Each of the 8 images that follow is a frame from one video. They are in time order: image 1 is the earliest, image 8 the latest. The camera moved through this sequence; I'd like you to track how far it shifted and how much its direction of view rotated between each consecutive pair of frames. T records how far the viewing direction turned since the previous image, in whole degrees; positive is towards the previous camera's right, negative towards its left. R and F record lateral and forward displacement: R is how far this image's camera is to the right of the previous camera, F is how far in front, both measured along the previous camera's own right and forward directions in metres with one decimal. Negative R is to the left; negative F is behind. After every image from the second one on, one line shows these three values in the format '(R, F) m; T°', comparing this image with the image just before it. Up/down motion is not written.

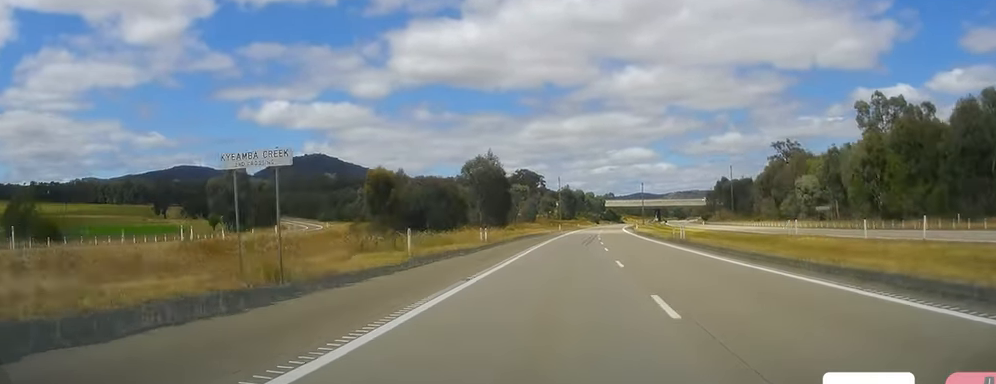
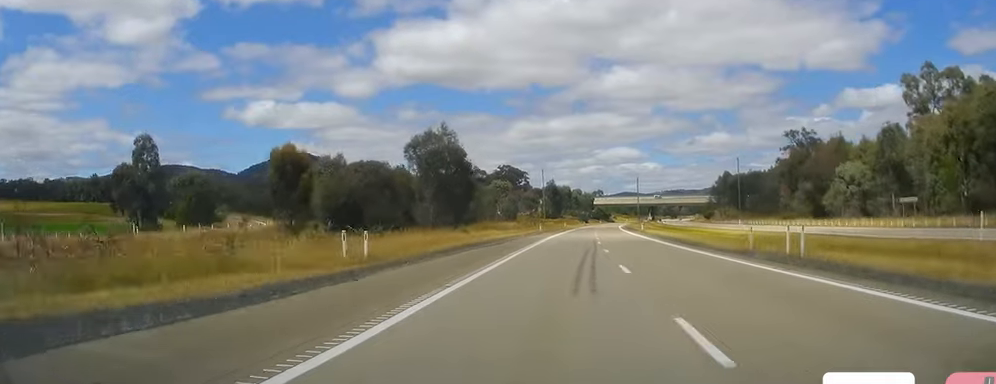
(+0.3, +27.6) m; 0°
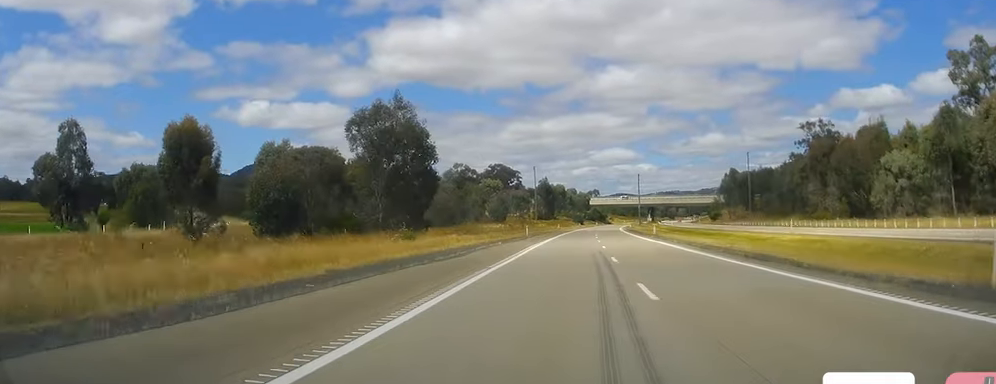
(-0.4, +18.1) m; -1°
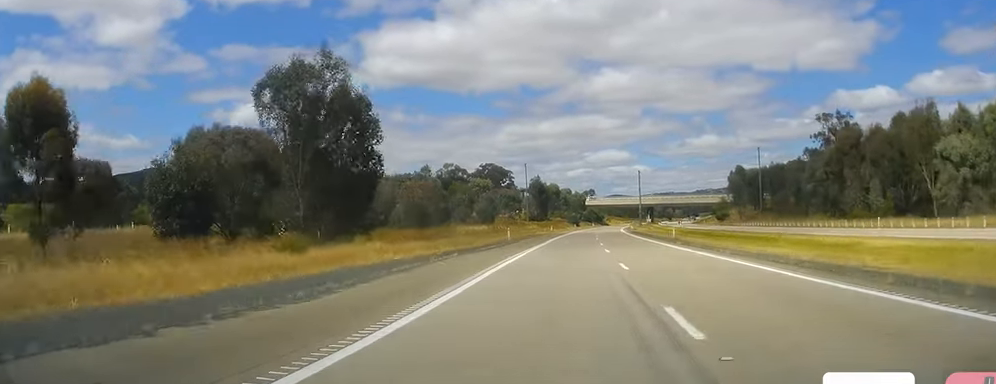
(+0.2, +16.2) m; +2°
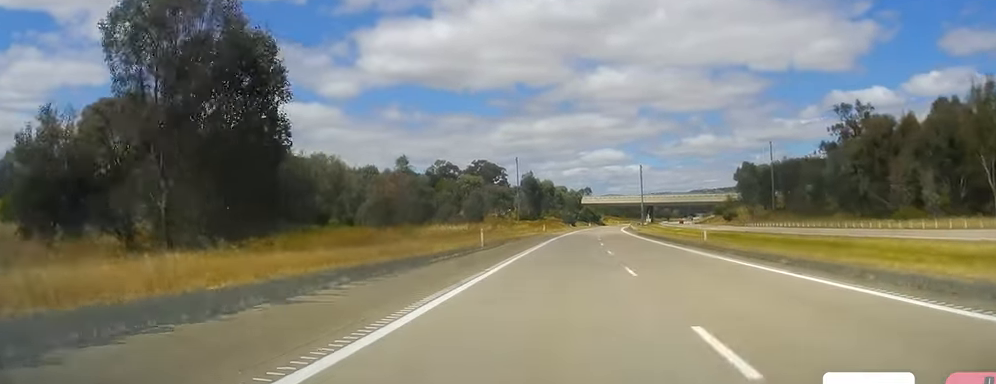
(-0.2, +14.3) m; +2°
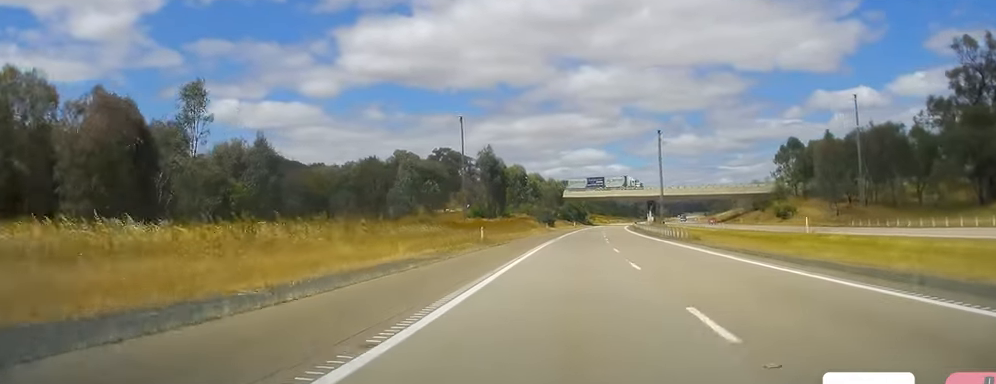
(+0.1, +58.2) m; 0°
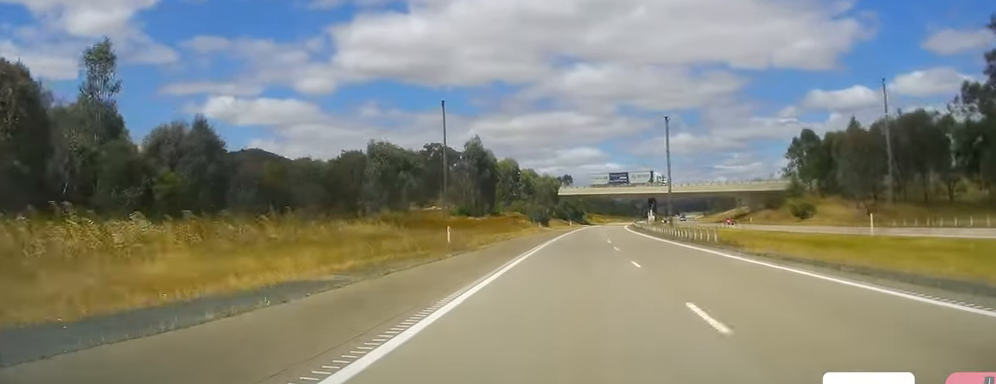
(+0.6, +11.5) m; +1°
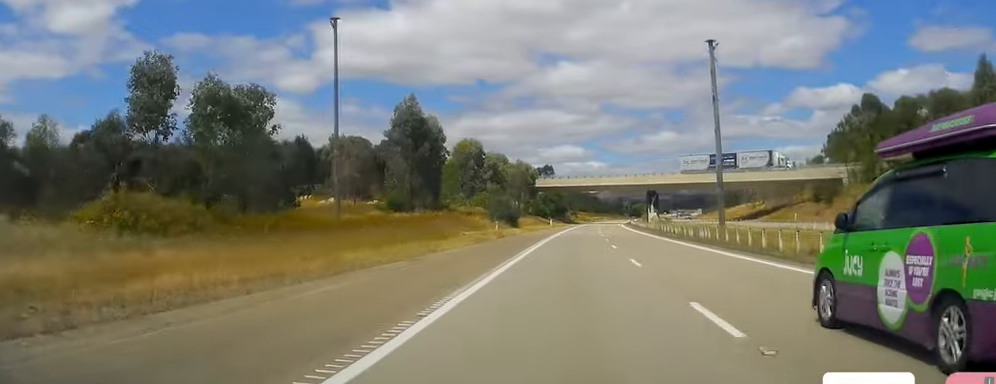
(+0.7, +36.3) m; +1°
